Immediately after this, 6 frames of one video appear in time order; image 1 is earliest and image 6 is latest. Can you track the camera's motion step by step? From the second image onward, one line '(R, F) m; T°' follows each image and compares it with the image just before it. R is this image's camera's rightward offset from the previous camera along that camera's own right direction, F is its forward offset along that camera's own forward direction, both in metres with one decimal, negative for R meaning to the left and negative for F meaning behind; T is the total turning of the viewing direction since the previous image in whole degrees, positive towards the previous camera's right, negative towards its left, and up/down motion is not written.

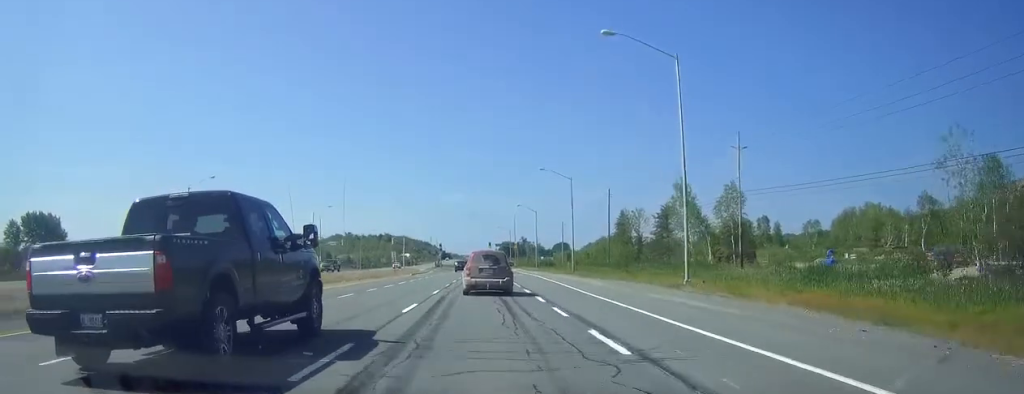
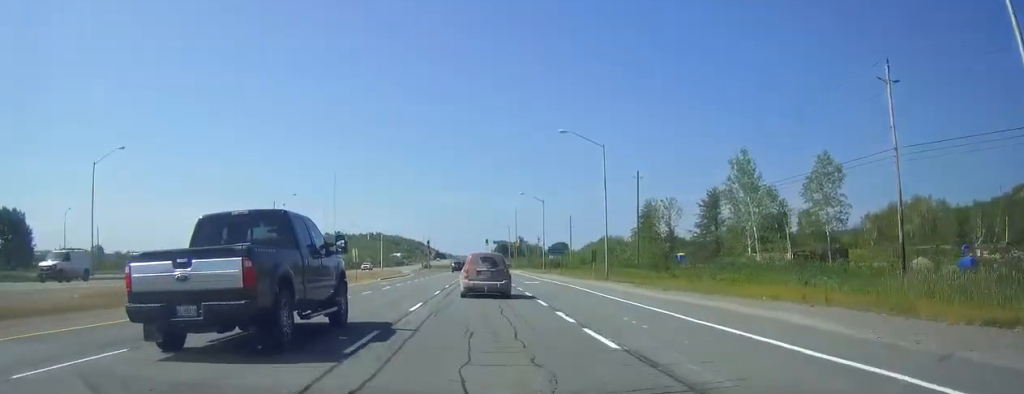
(0.0, +25.1) m; 0°
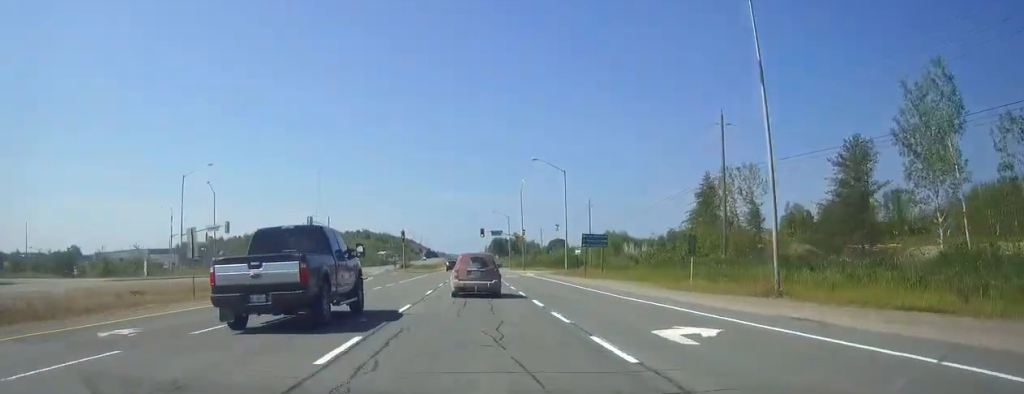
(+0.1, +36.5) m; +1°
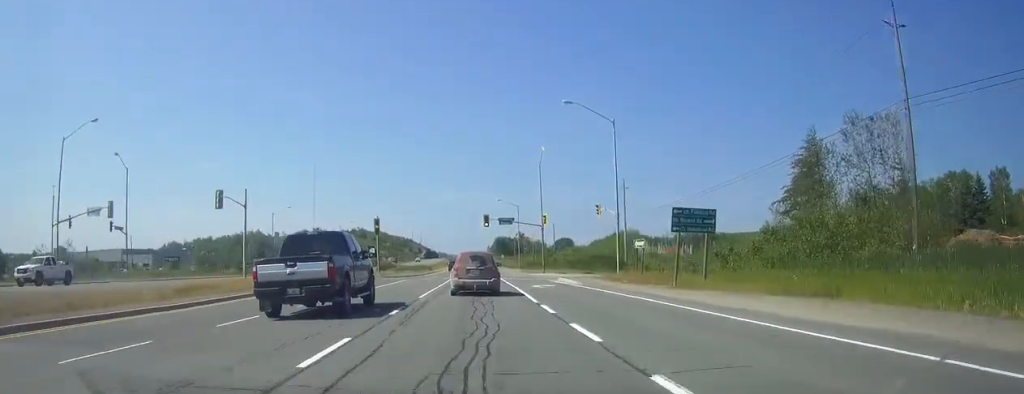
(+0.1, +28.4) m; 0°
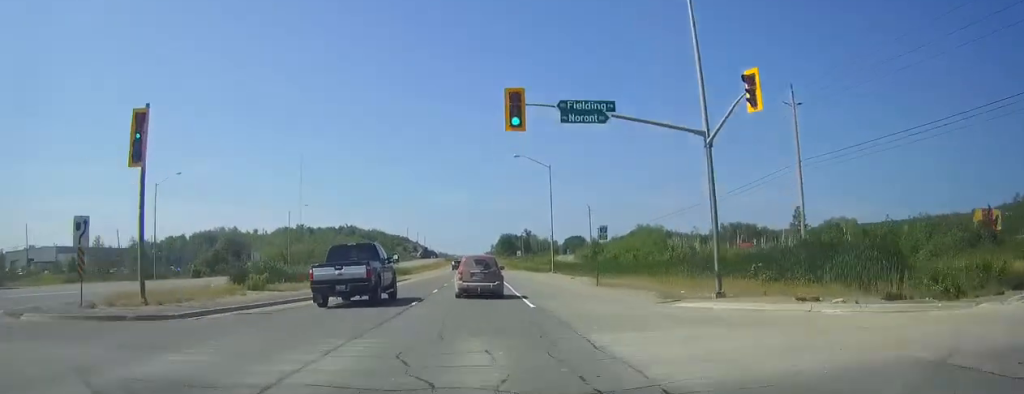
(+0.1, +54.1) m; 0°
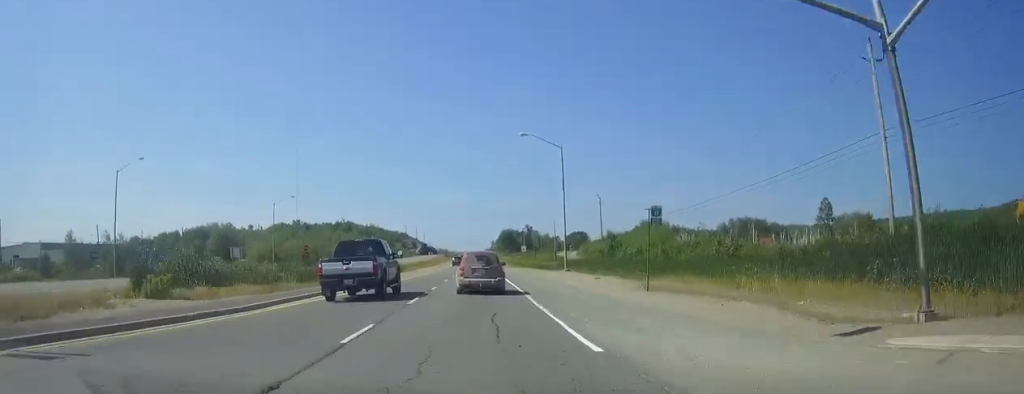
(0.0, +10.7) m; 0°
